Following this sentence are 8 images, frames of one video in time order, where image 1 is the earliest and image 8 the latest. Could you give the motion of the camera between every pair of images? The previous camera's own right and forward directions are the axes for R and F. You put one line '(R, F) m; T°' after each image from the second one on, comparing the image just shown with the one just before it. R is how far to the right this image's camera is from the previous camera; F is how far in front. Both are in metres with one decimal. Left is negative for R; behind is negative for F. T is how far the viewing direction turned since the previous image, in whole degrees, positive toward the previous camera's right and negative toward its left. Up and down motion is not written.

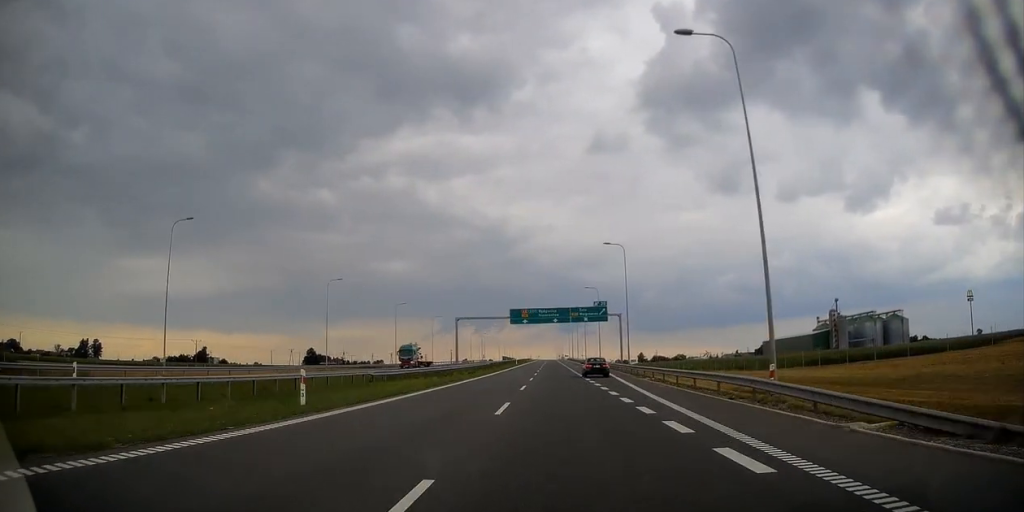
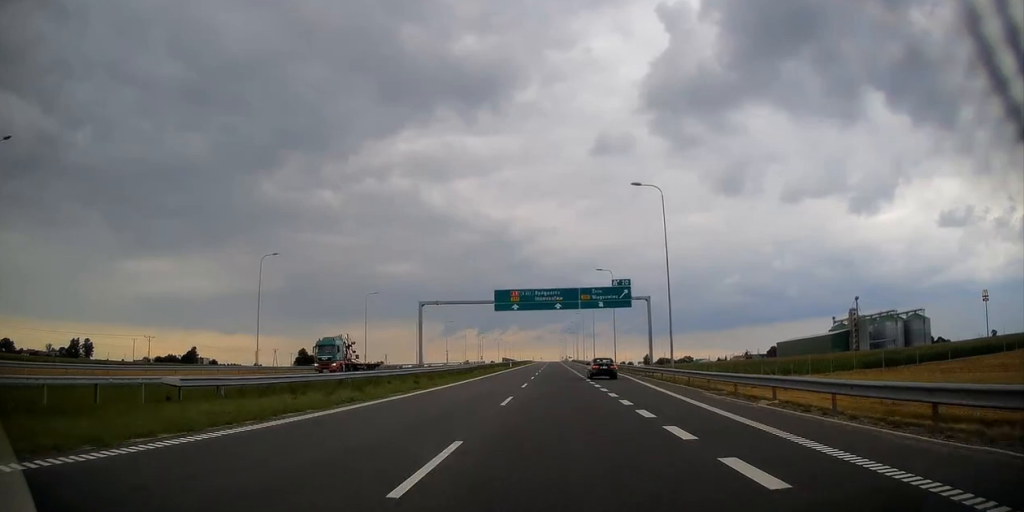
(0.0, +21.0) m; 0°
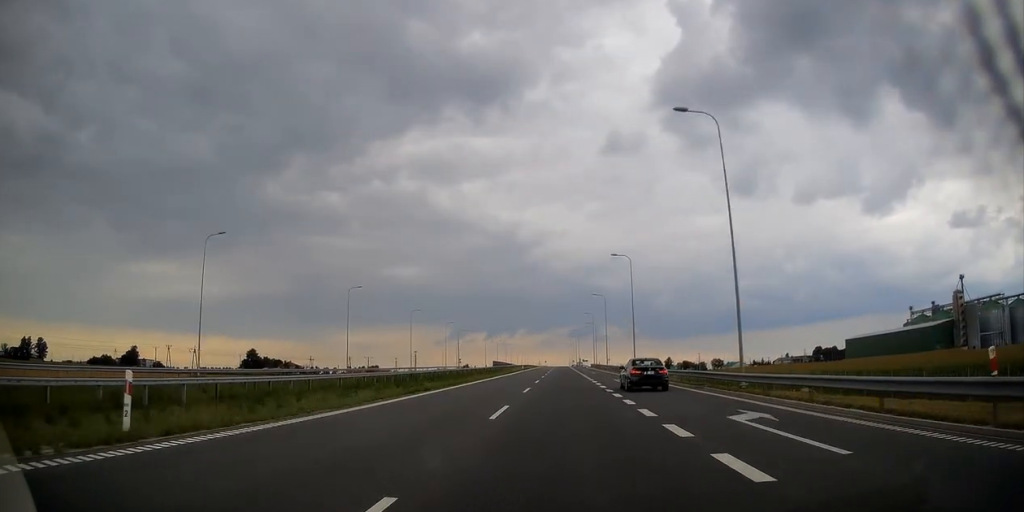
(-0.9, +88.7) m; -1°
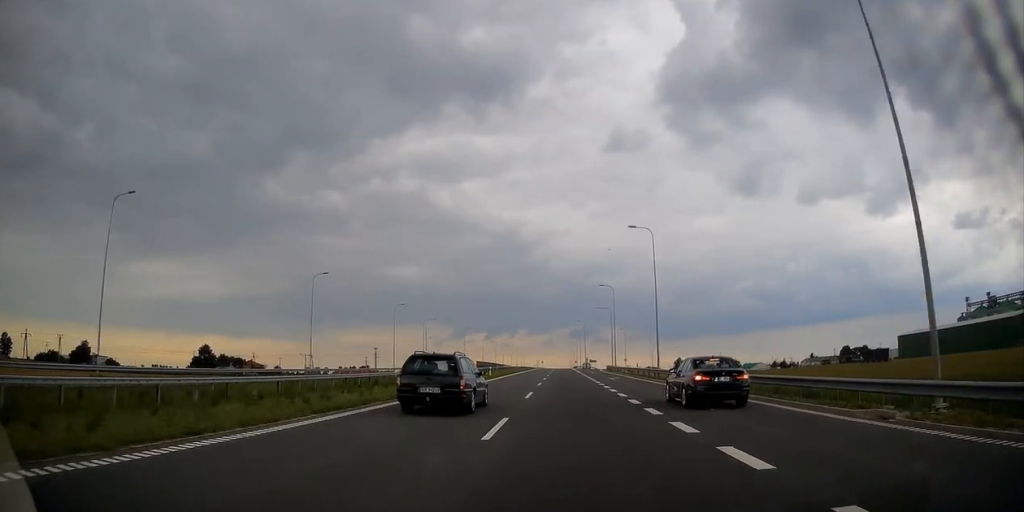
(-0.2, +51.8) m; 0°
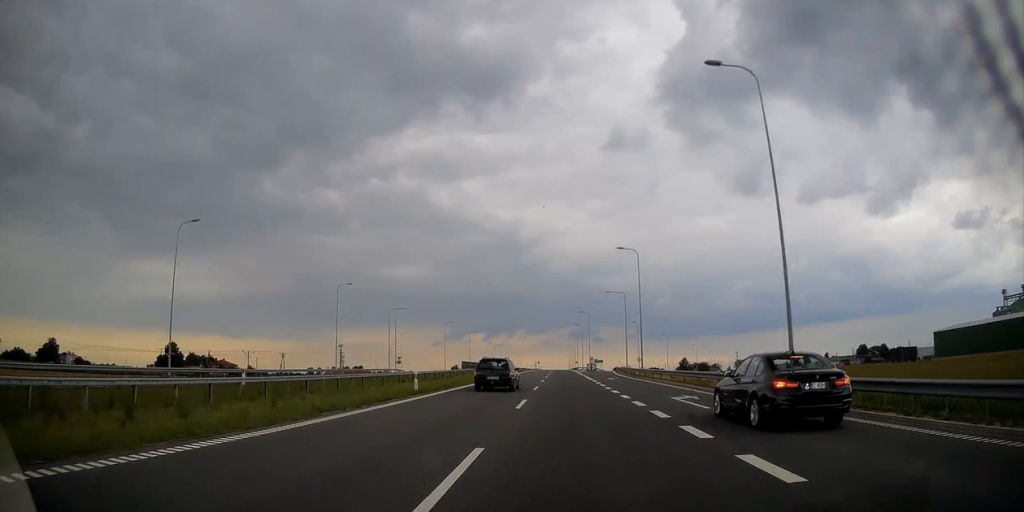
(0.0, +29.0) m; 0°
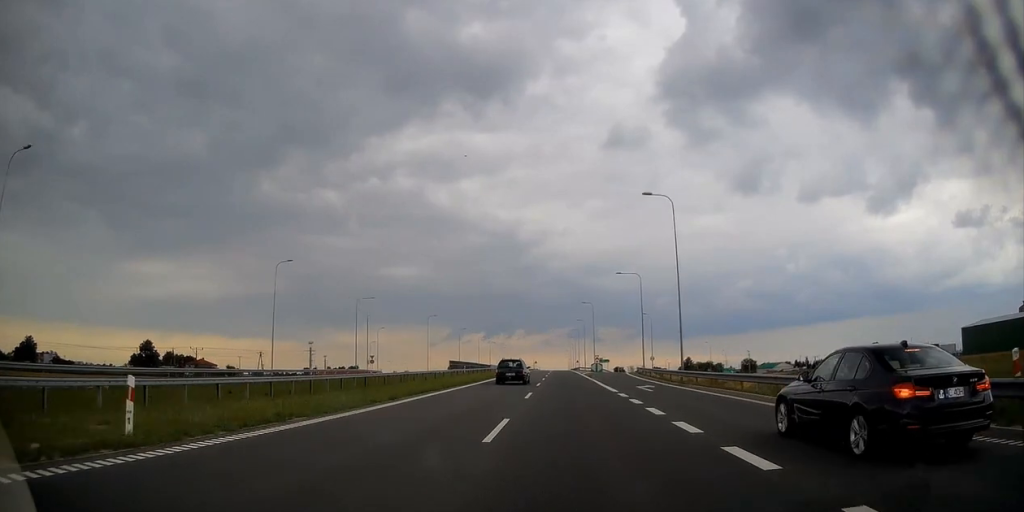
(+0.1, +19.3) m; 0°
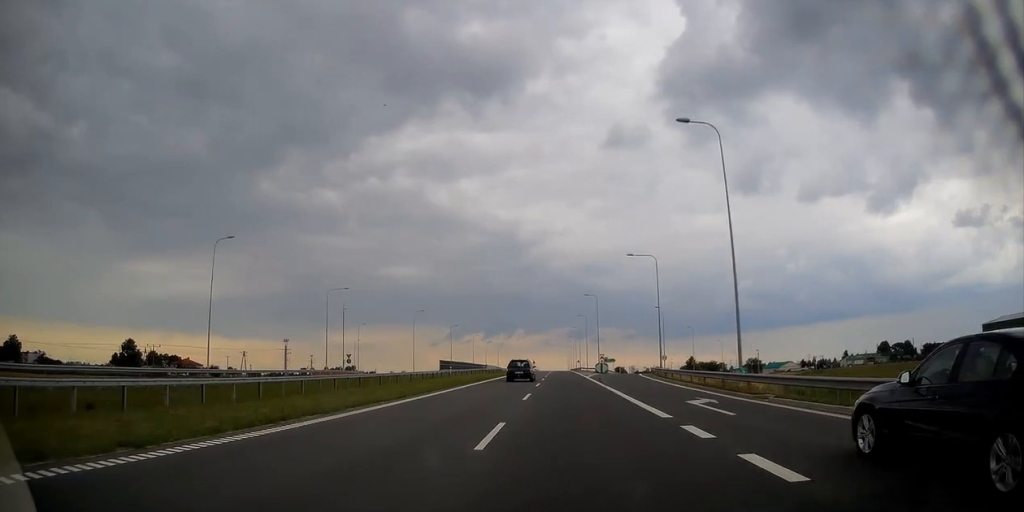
(0.0, +12.9) m; 0°
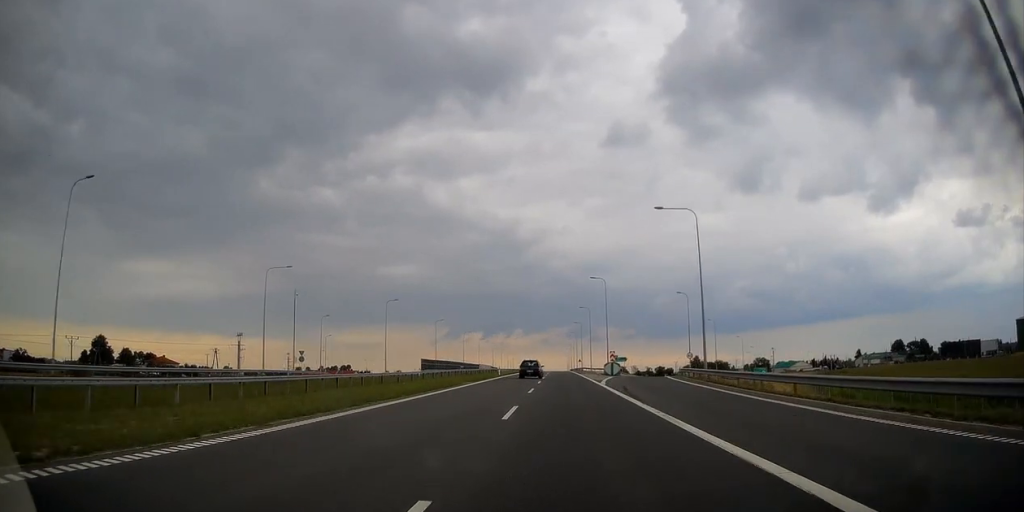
(0.0, +19.3) m; 0°
